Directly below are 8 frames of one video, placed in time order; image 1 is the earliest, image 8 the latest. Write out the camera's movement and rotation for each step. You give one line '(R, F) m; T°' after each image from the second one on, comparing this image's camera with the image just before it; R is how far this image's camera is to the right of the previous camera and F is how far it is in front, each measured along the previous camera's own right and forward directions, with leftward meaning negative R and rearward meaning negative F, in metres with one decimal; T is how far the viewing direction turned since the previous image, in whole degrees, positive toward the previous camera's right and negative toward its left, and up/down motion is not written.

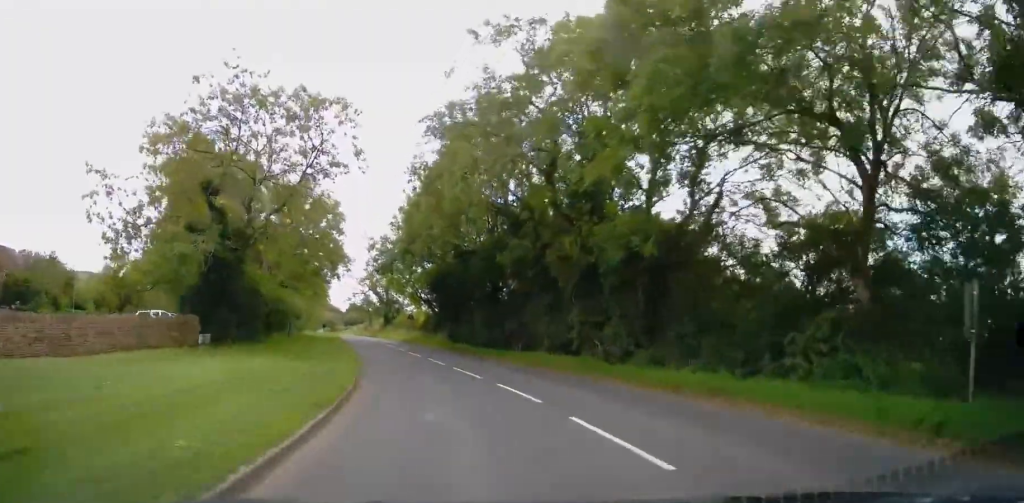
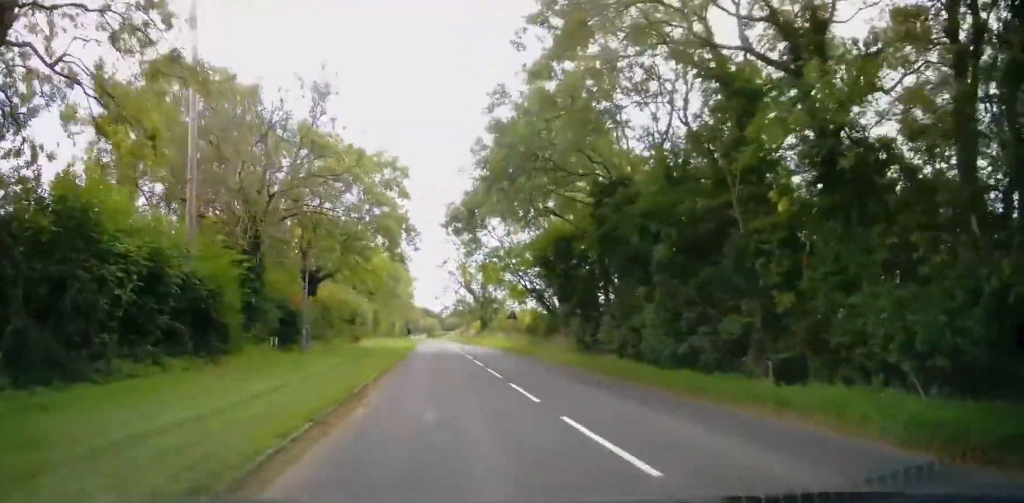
(-0.9, +16.8) m; -7°
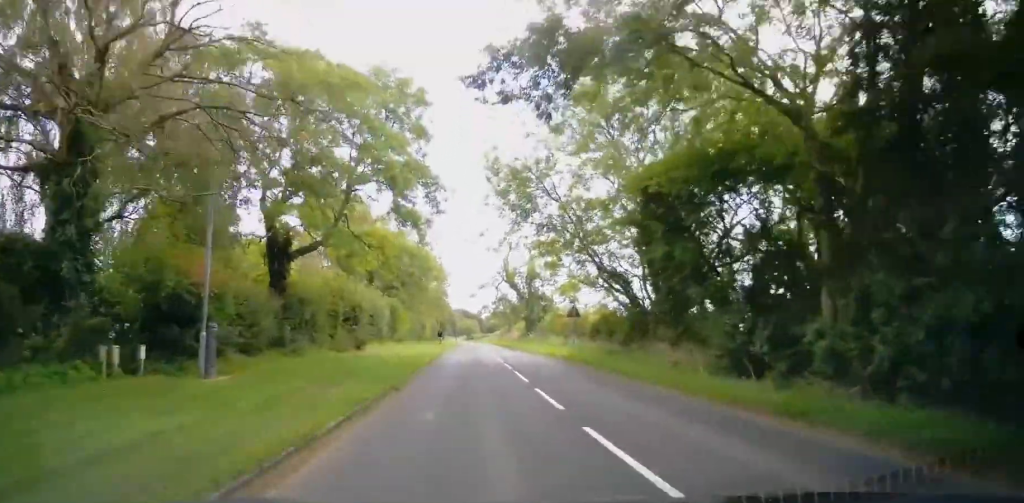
(-0.7, +11.6) m; -5°
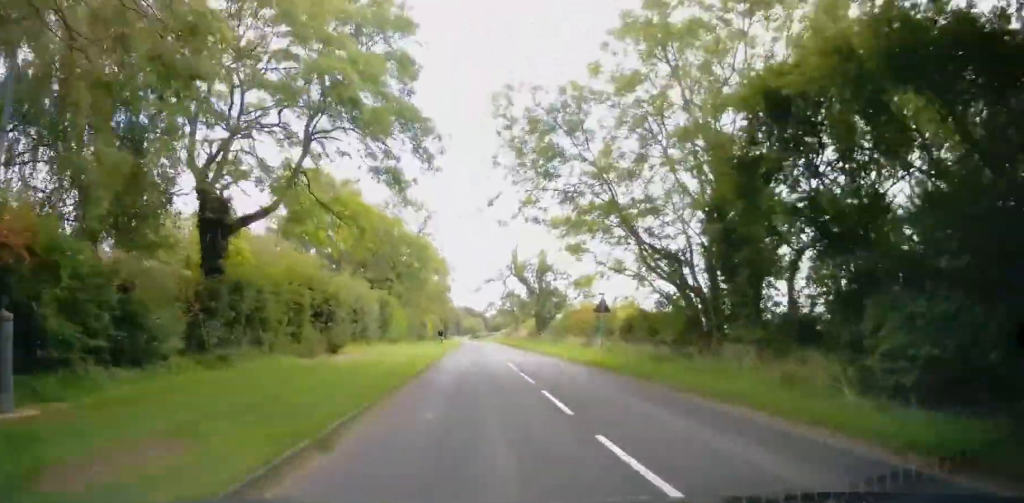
(-0.1, +6.2) m; -1°
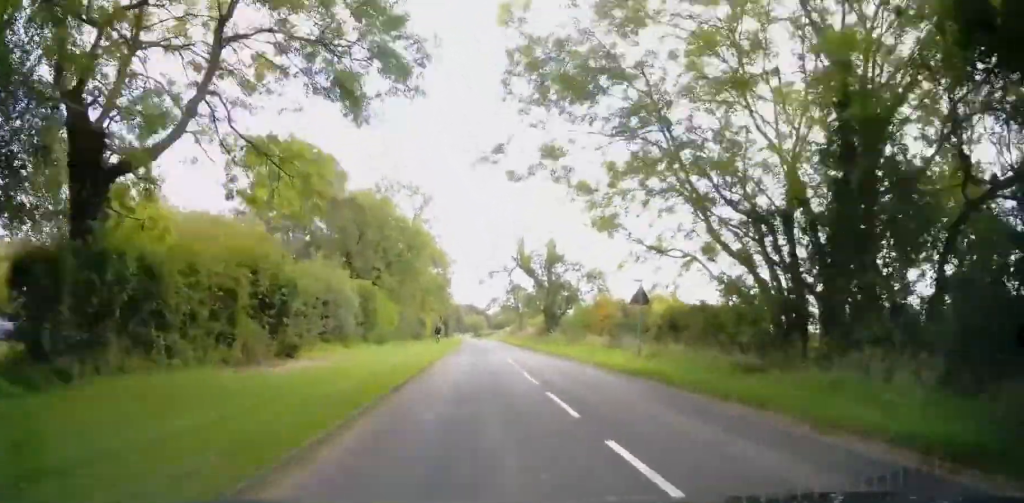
(+0.1, +6.0) m; 0°
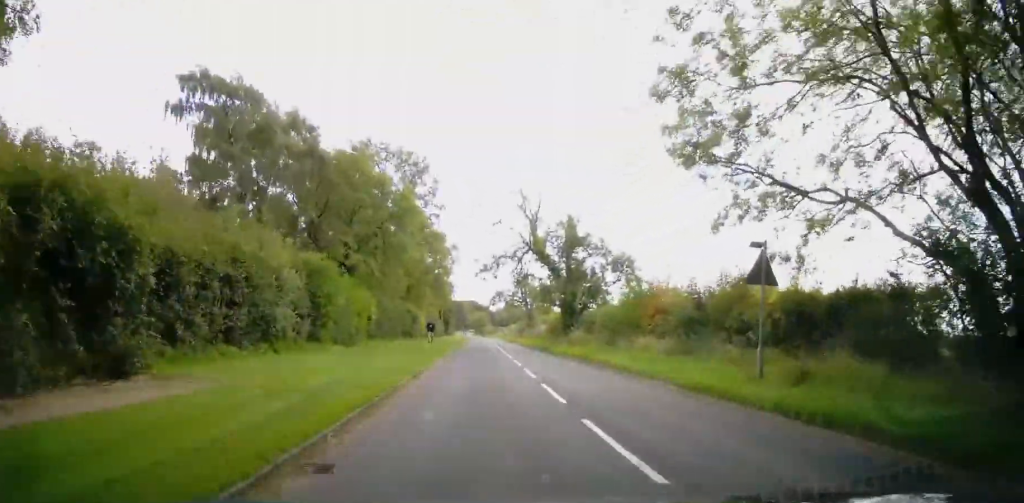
(-0.1, +9.6) m; -1°
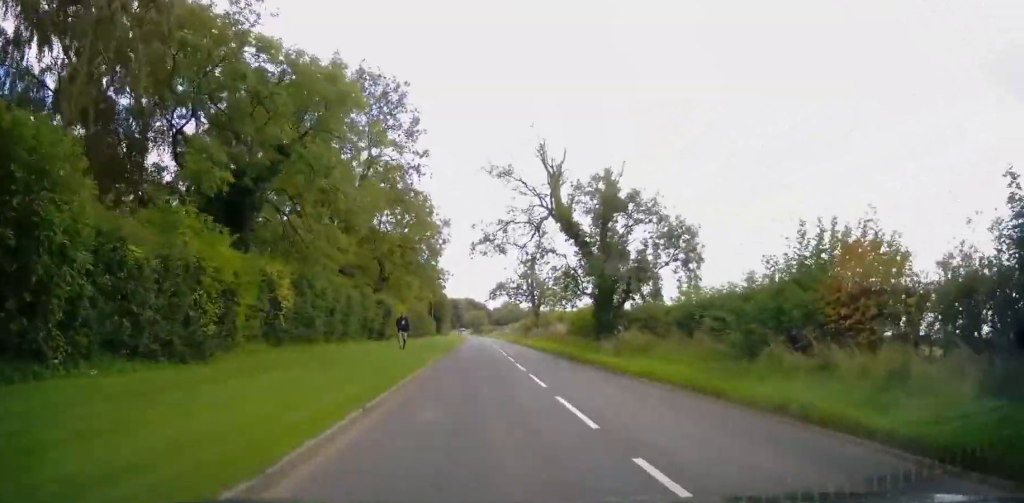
(-0.1, +14.3) m; -2°
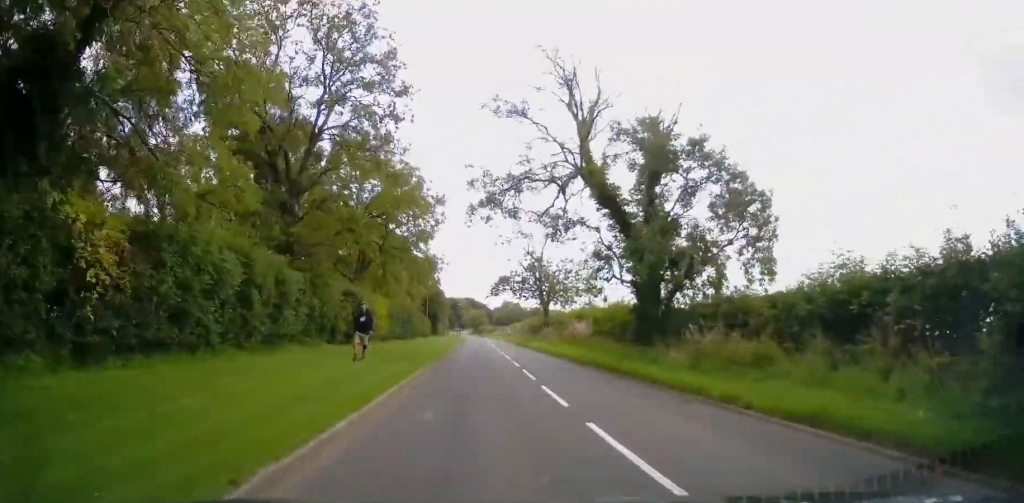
(-0.3, +9.1) m; +1°
